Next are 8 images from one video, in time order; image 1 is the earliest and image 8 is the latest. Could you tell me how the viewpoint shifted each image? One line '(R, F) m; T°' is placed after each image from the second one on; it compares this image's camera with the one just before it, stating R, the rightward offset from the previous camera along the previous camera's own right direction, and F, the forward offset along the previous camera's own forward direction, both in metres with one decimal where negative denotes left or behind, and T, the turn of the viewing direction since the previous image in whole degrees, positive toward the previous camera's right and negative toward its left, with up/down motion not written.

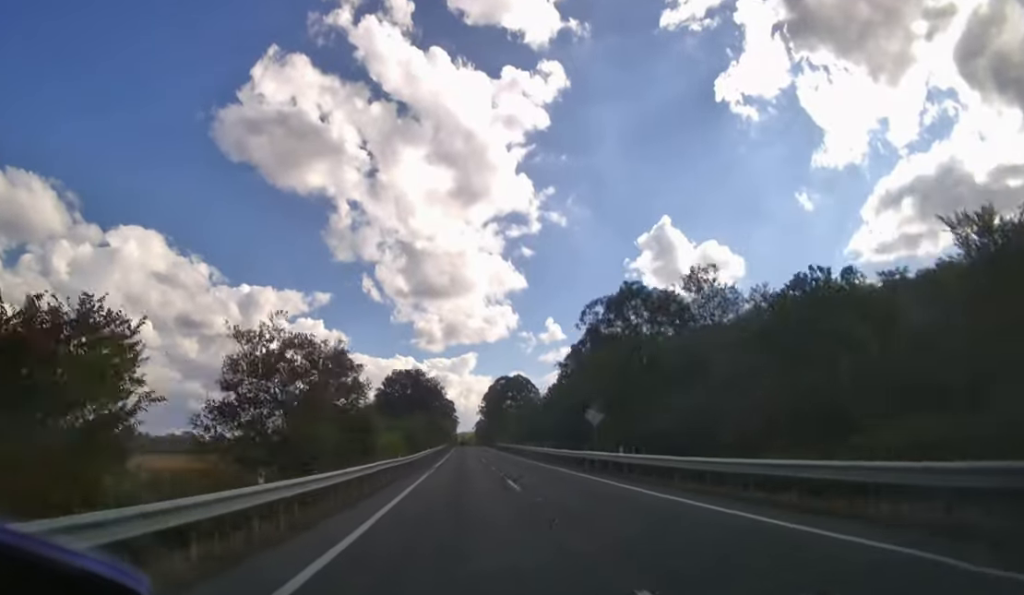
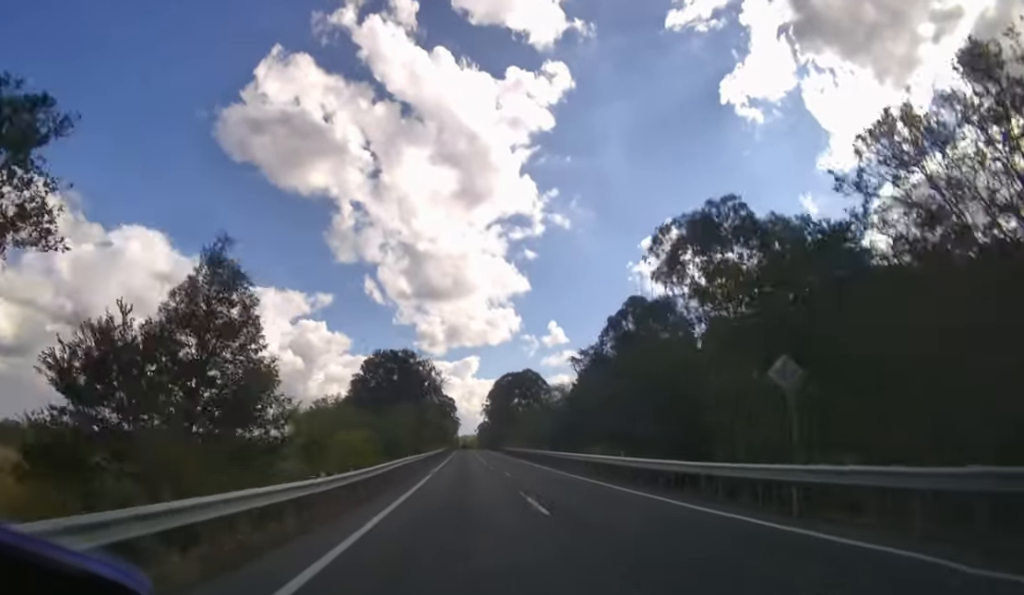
(0.0, +16.6) m; 0°
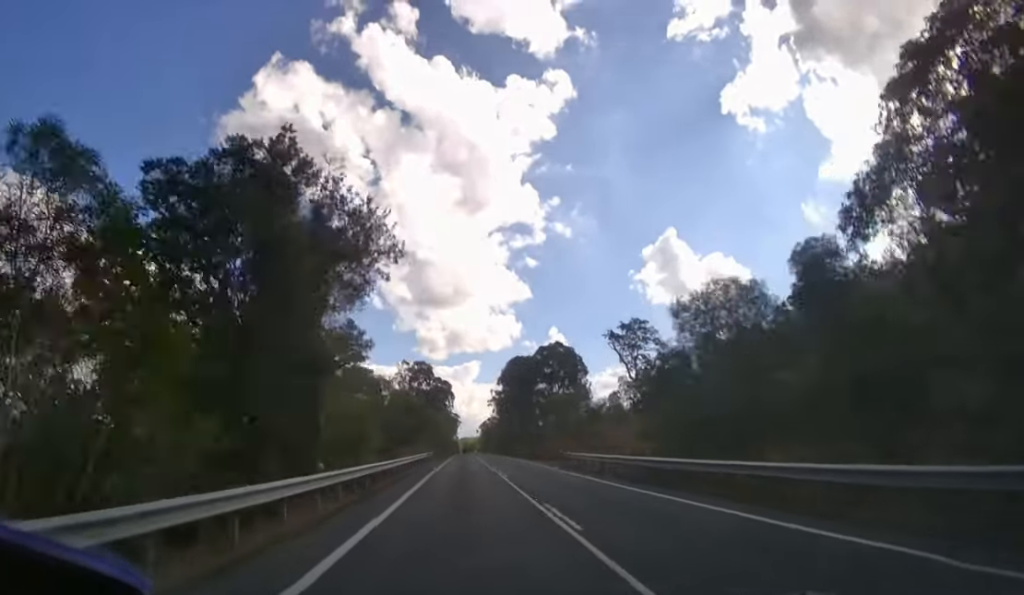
(-0.1, +41.9) m; 0°
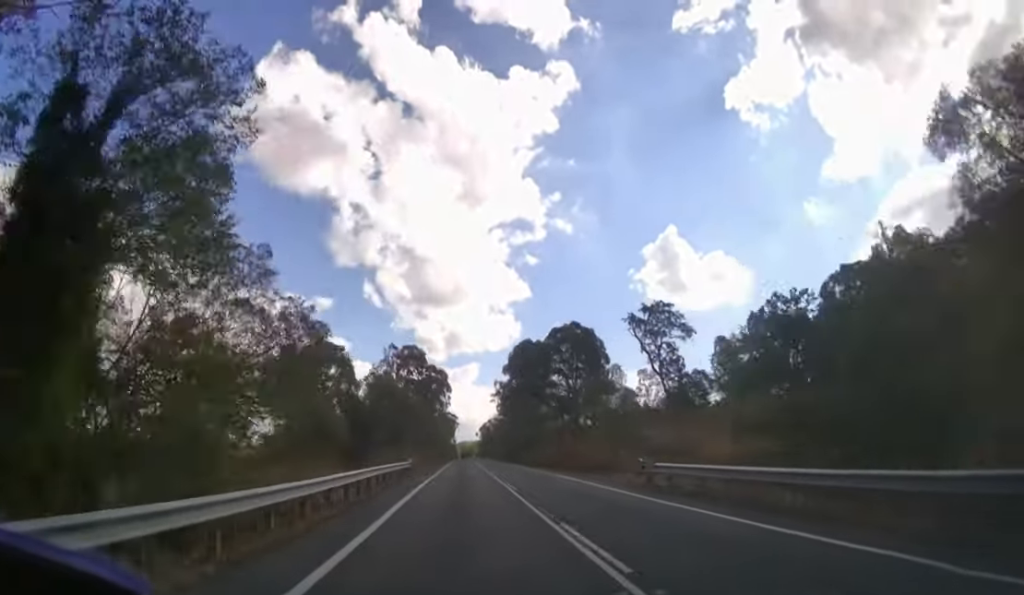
(0.0, +16.6) m; 0°
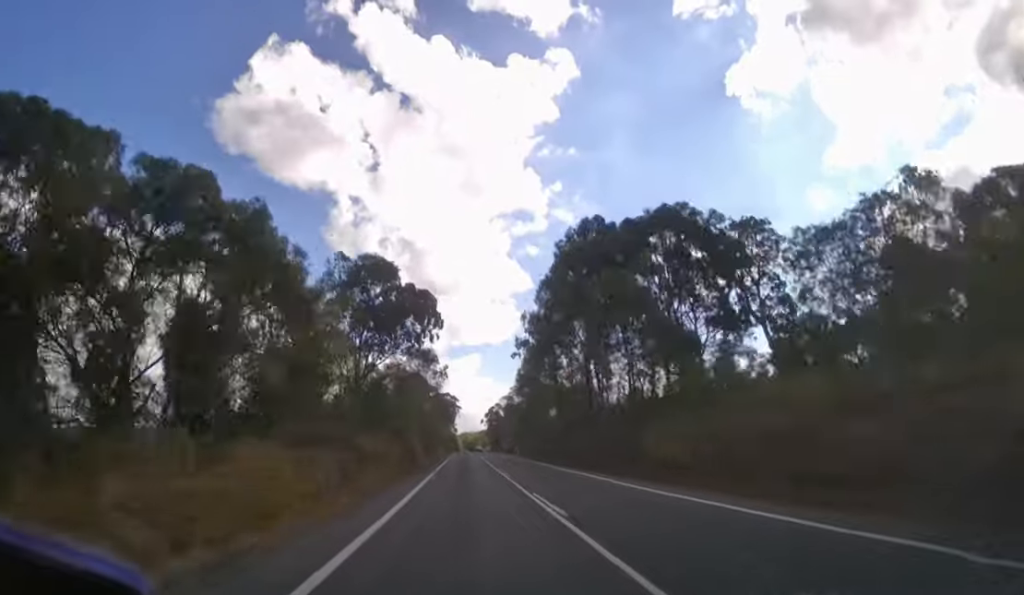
(0.0, +38.8) m; 0°
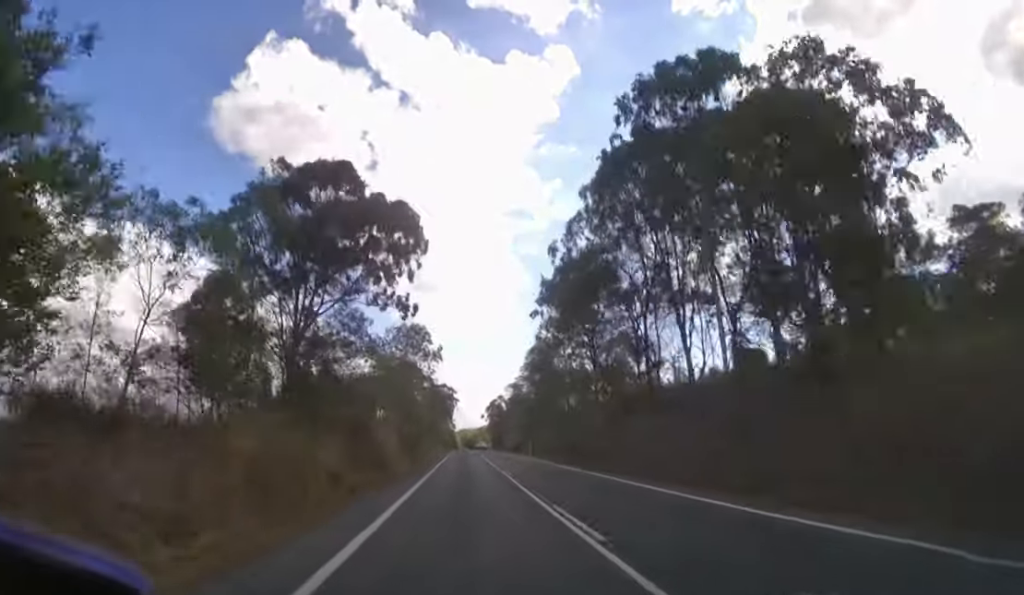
(0.0, +14.7) m; 0°
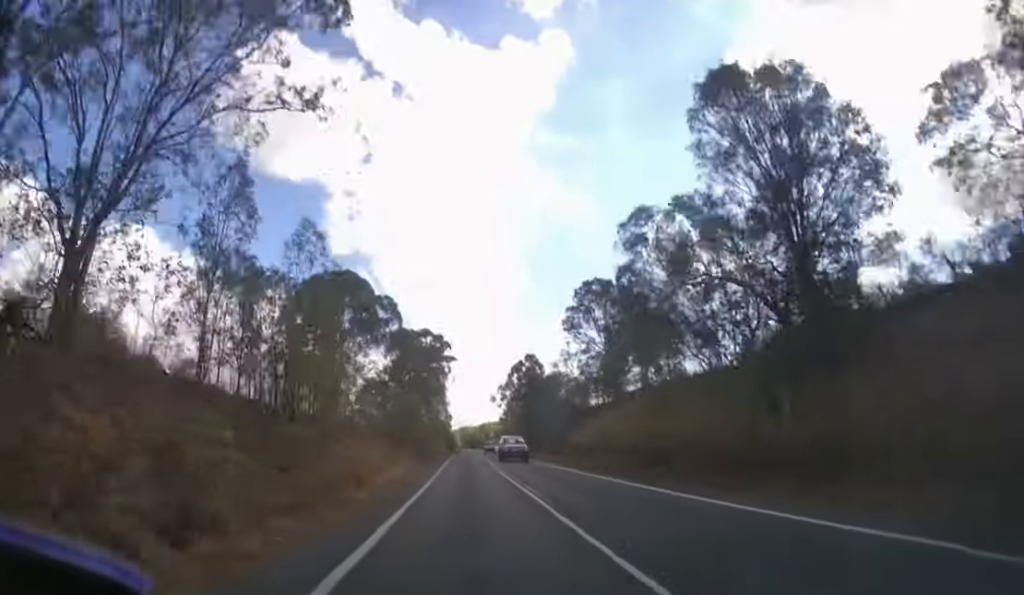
(+0.1, +54.7) m; 0°
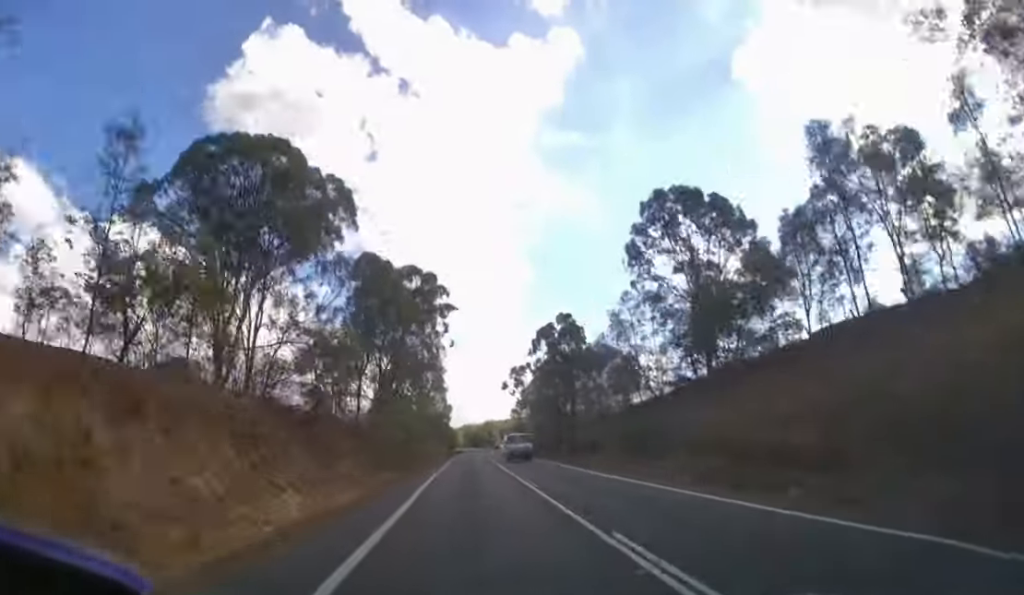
(0.0, +19.3) m; 0°
